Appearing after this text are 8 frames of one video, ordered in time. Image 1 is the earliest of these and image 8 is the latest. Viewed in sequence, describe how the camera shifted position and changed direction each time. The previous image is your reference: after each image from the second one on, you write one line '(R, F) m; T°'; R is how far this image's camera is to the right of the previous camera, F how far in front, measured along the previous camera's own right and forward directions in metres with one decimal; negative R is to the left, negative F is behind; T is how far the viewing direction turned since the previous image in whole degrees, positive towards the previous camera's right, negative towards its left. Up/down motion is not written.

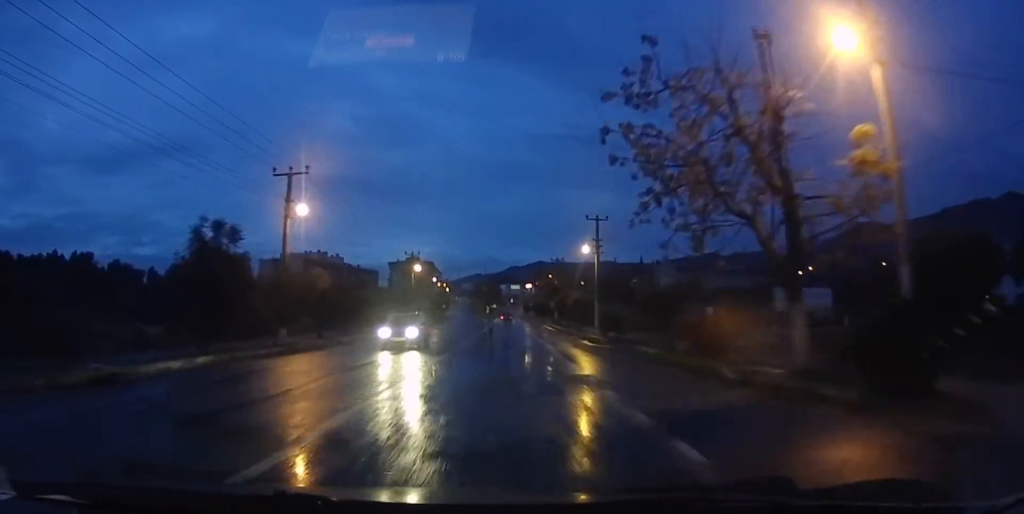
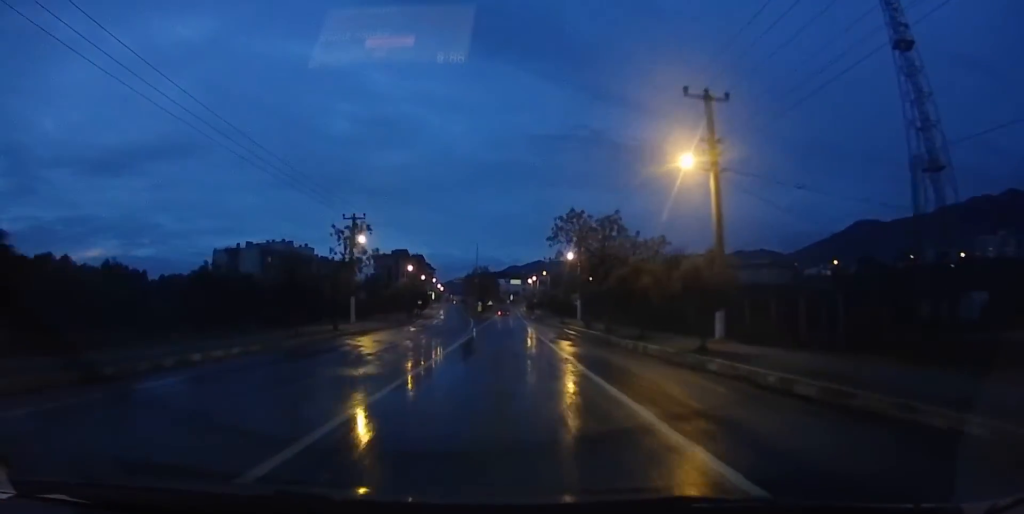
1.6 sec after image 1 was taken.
(+0.3, +28.1) m; 0°
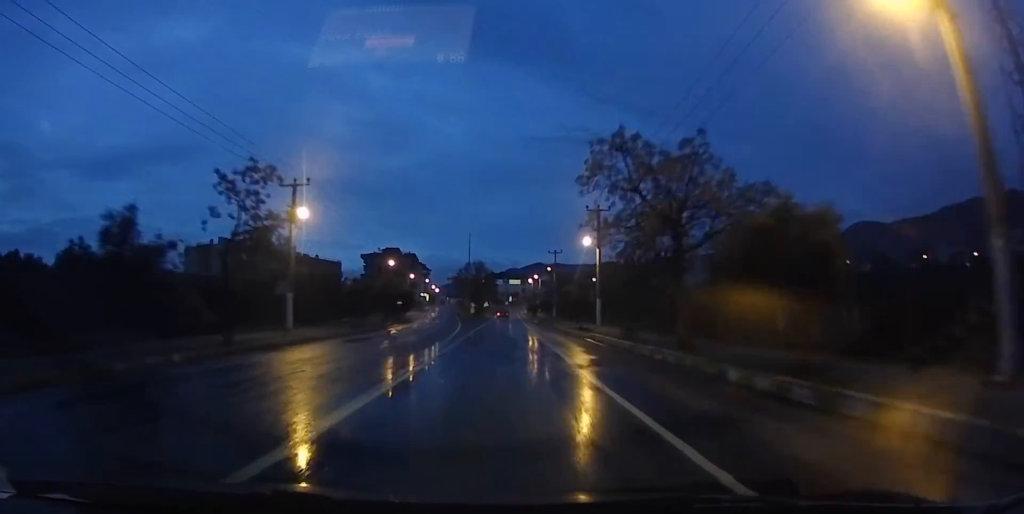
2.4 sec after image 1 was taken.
(-0.2, +13.3) m; -1°
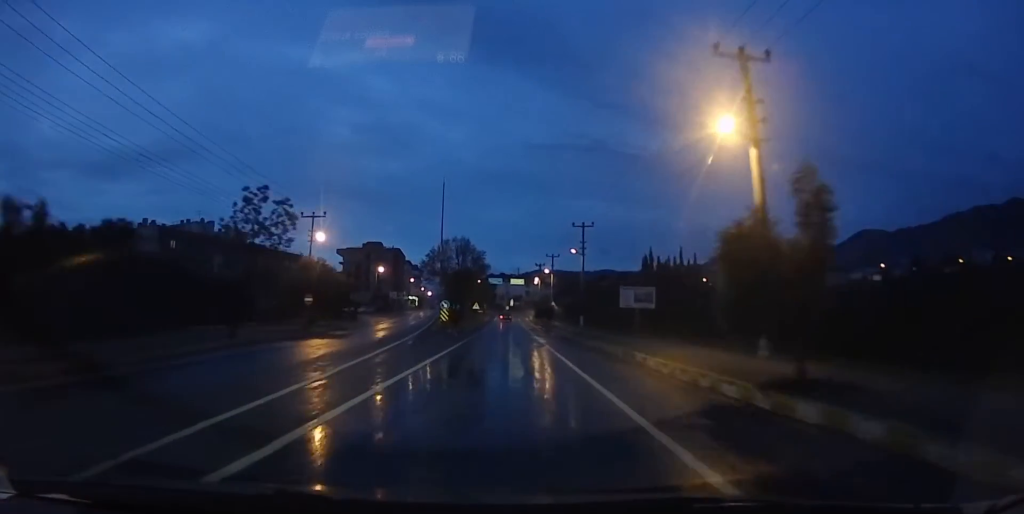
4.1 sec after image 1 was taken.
(+0.4, +30.4) m; +2°
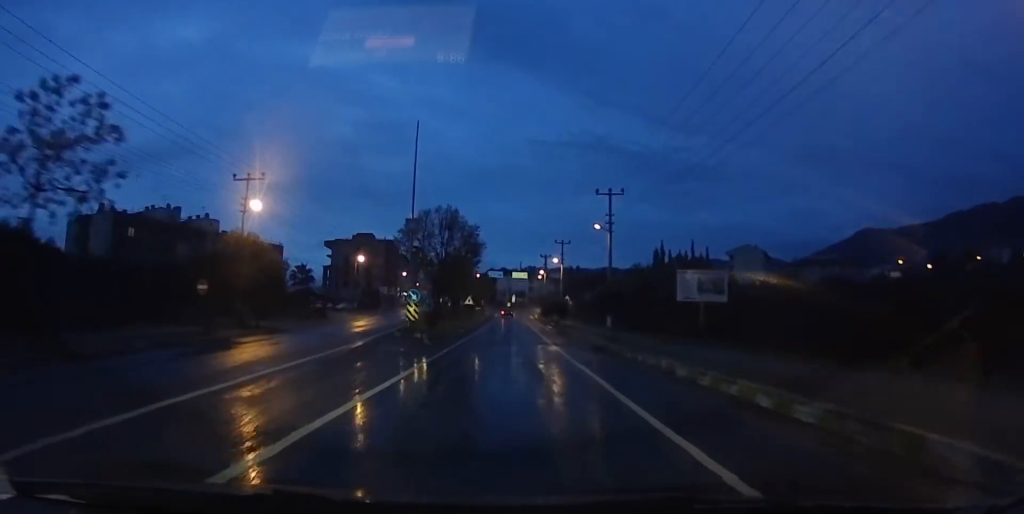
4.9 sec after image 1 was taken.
(0.0, +13.2) m; -1°
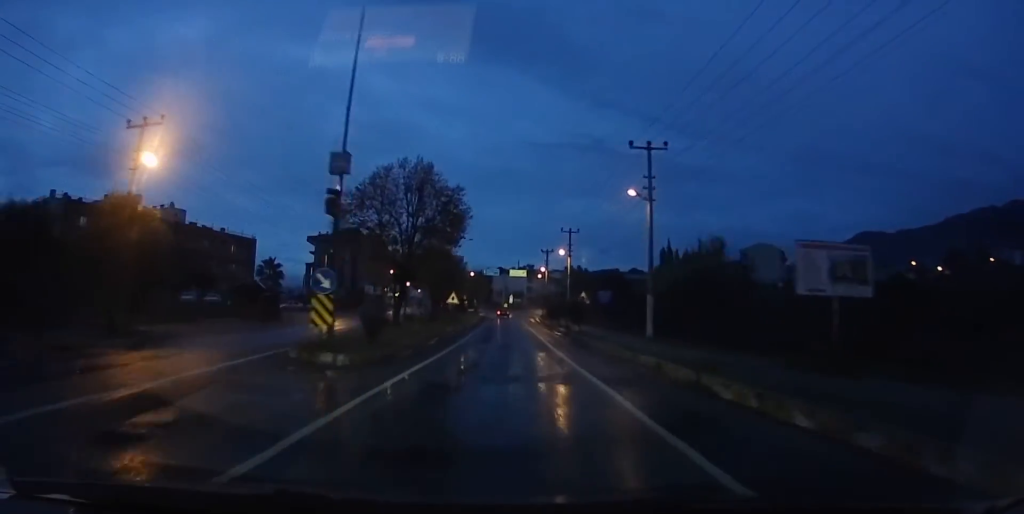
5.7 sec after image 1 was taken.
(-0.1, +11.6) m; -1°
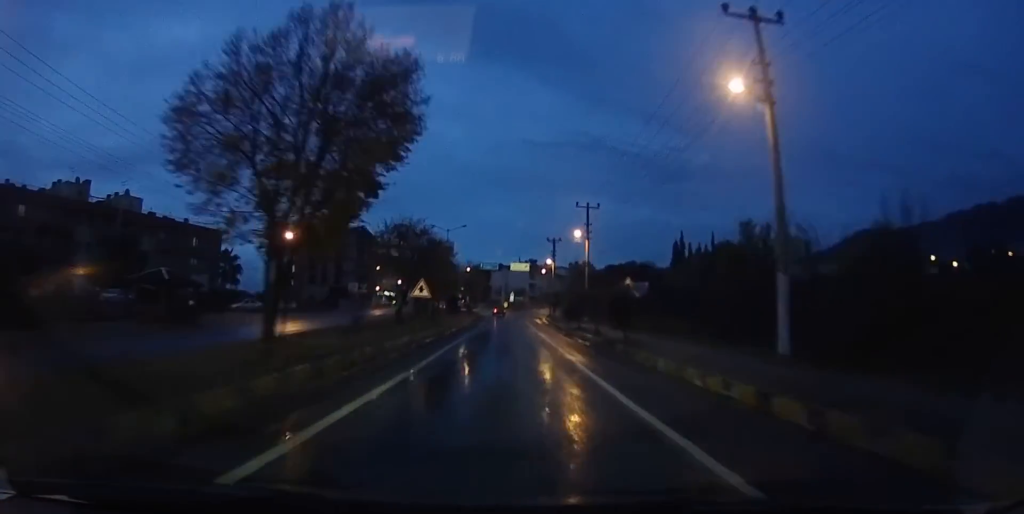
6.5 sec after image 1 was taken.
(-0.2, +13.3) m; 0°
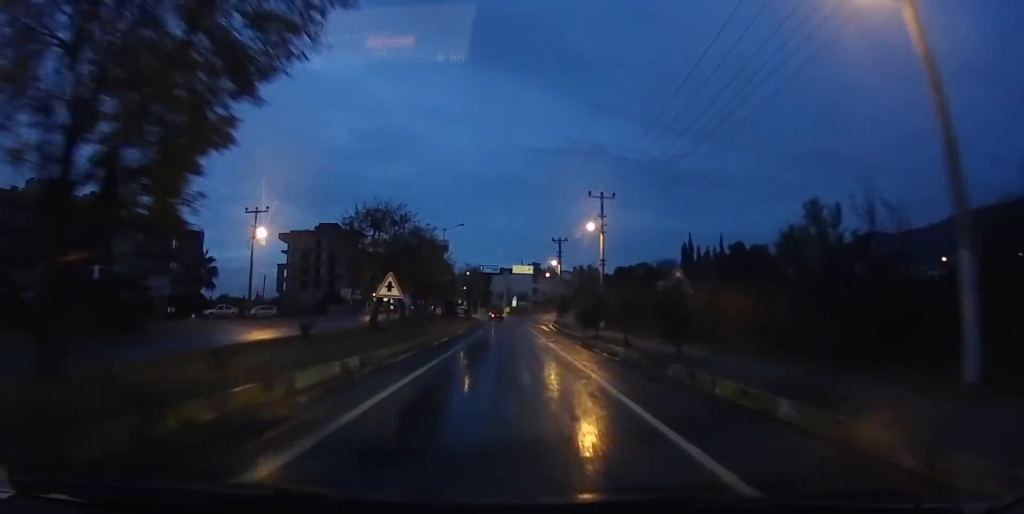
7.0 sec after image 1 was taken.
(+0.1, +6.6) m; +1°
